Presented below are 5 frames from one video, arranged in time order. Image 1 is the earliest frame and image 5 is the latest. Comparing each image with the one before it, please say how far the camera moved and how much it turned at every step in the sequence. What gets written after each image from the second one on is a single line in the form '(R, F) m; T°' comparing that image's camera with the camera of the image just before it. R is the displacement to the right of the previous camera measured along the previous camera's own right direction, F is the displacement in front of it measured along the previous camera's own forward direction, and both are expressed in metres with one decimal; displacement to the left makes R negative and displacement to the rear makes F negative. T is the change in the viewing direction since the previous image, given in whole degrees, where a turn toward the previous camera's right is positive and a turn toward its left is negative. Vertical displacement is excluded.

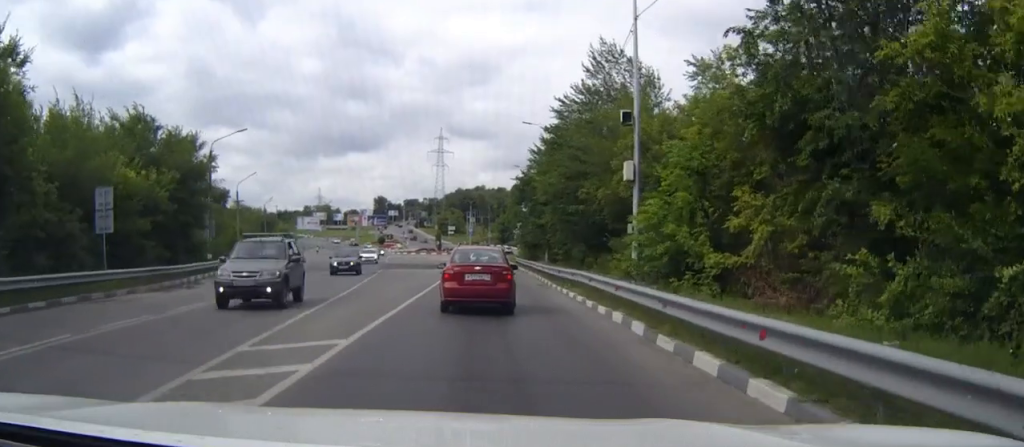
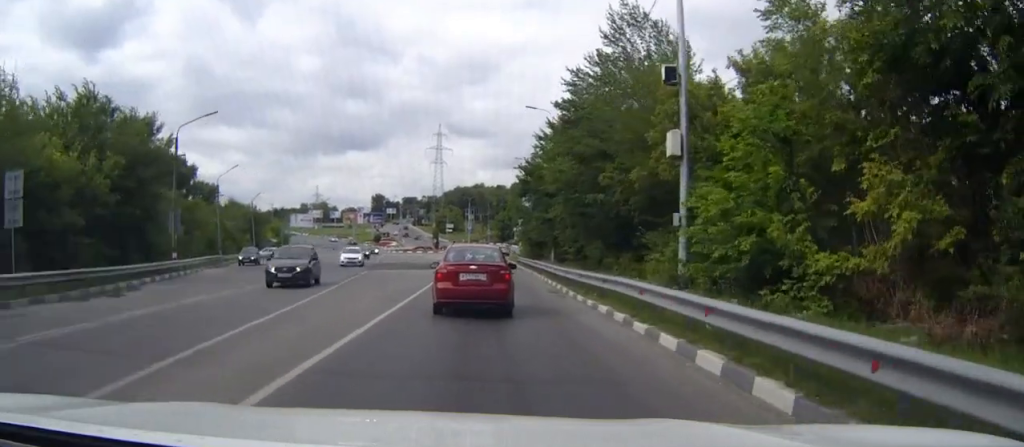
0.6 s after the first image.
(0.0, +6.3) m; 0°
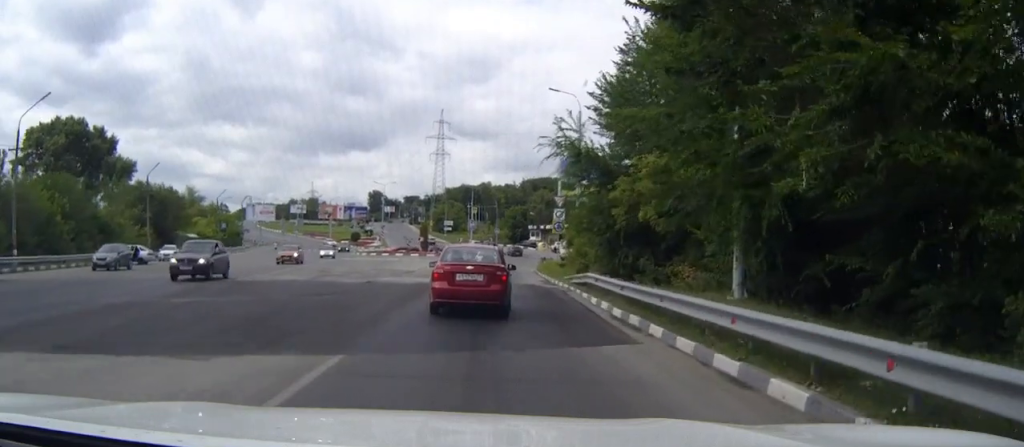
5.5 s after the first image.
(-0.7, +40.1) m; -2°
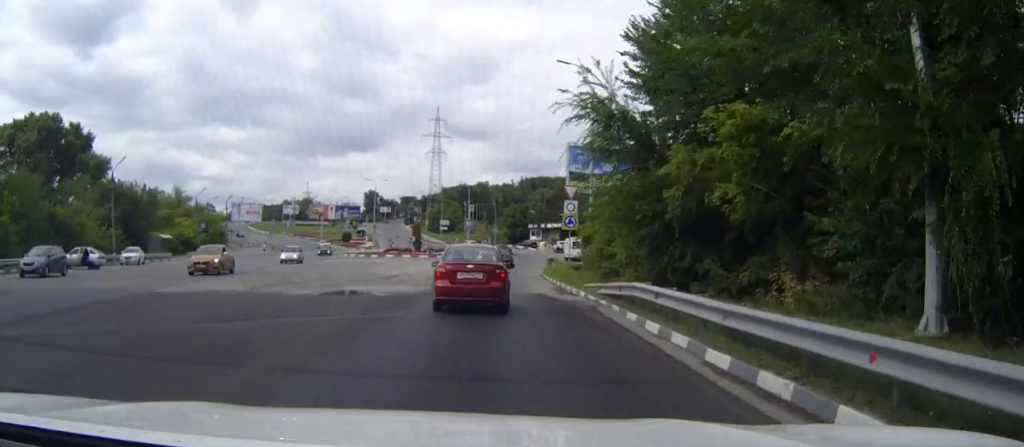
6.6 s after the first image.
(+0.1, +7.6) m; +1°
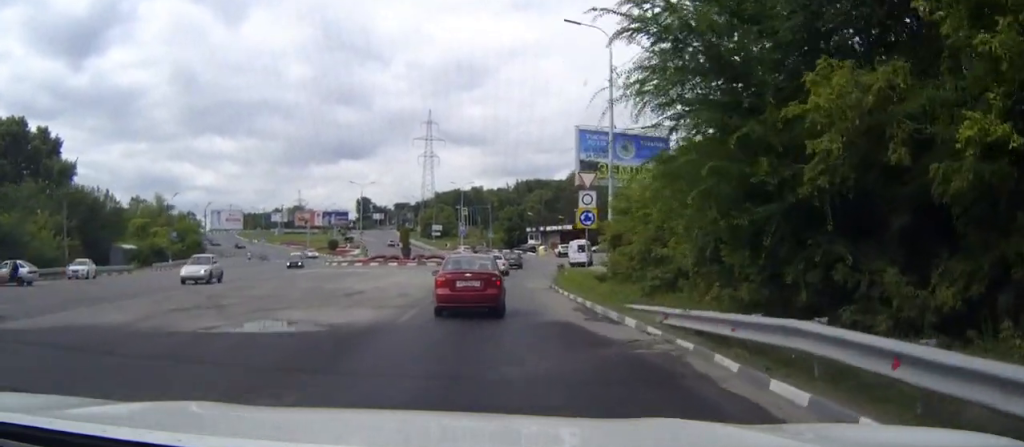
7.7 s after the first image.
(+0.1, +8.5) m; 0°
